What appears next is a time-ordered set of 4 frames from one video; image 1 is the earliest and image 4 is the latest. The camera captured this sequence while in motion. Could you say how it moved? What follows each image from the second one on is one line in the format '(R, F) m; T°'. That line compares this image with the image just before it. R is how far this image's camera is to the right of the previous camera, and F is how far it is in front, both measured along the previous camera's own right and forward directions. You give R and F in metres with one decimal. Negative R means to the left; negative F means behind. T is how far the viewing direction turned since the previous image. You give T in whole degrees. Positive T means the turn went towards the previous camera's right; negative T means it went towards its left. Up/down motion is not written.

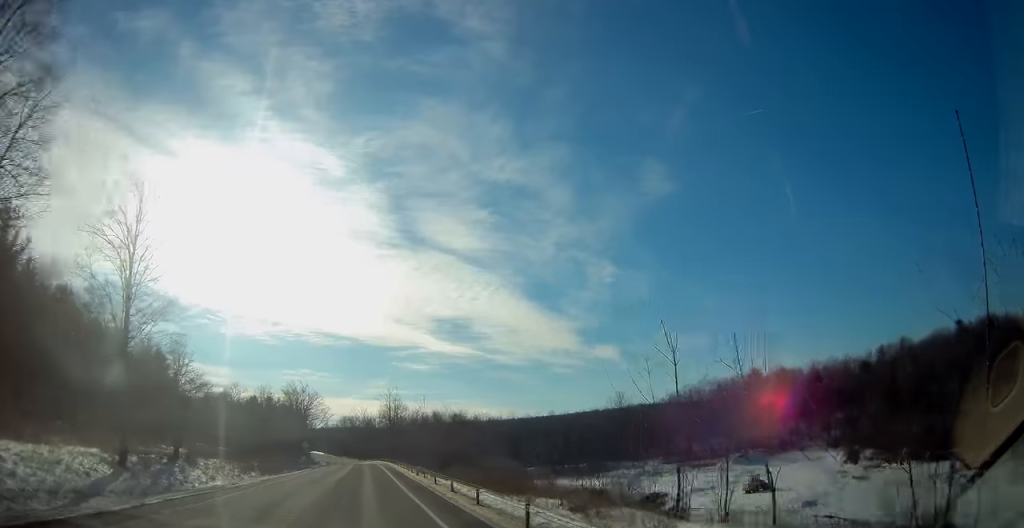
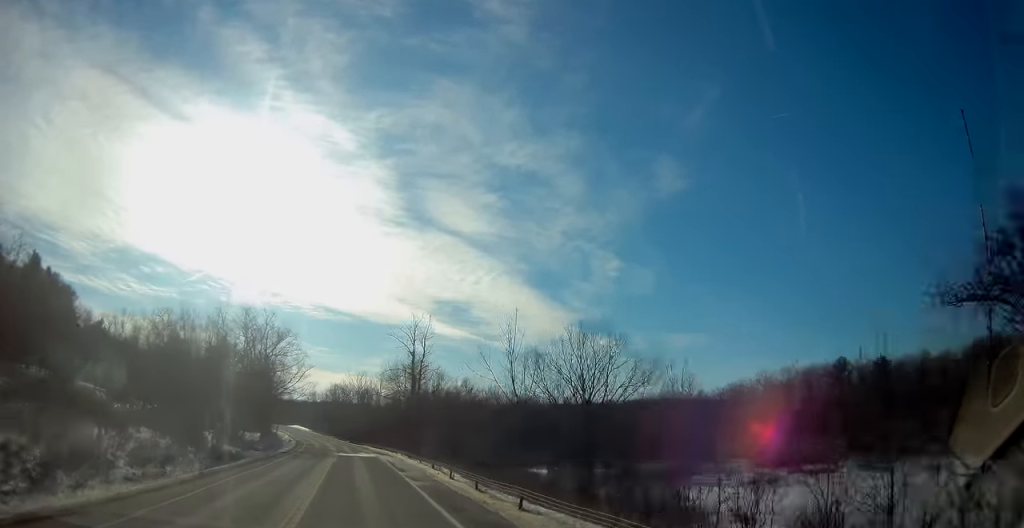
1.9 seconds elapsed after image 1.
(+0.4, +46.7) m; +1°
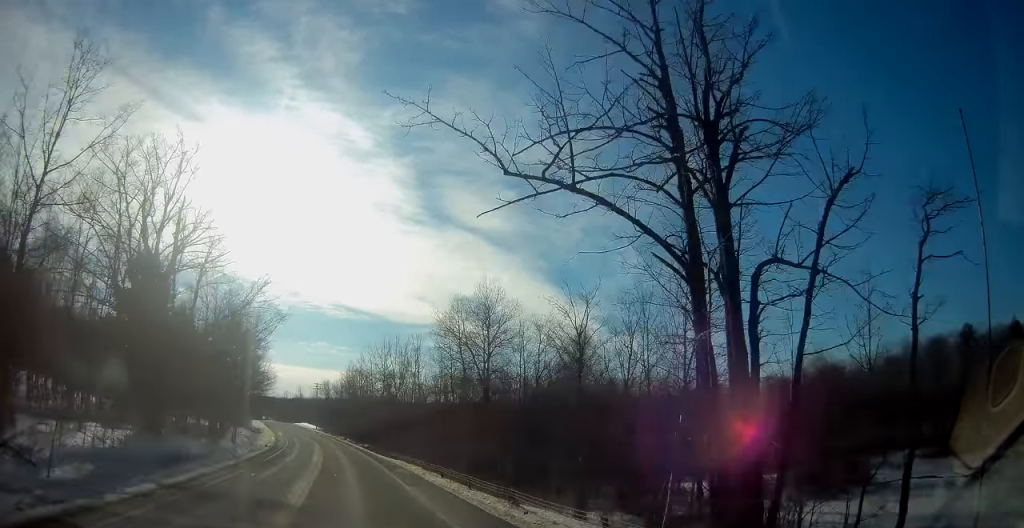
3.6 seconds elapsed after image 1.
(-0.1, +43.6) m; -1°
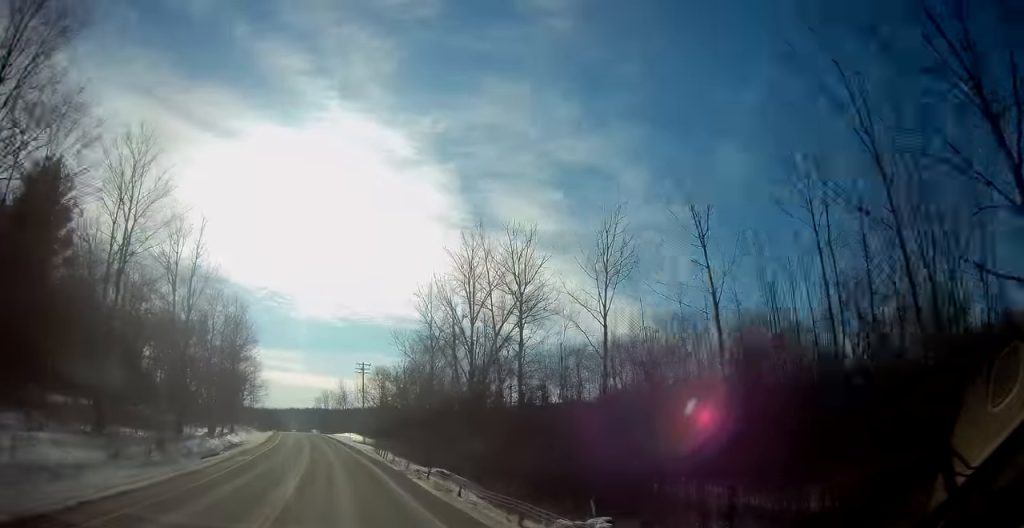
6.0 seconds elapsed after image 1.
(-3.4, +60.8) m; -7°
